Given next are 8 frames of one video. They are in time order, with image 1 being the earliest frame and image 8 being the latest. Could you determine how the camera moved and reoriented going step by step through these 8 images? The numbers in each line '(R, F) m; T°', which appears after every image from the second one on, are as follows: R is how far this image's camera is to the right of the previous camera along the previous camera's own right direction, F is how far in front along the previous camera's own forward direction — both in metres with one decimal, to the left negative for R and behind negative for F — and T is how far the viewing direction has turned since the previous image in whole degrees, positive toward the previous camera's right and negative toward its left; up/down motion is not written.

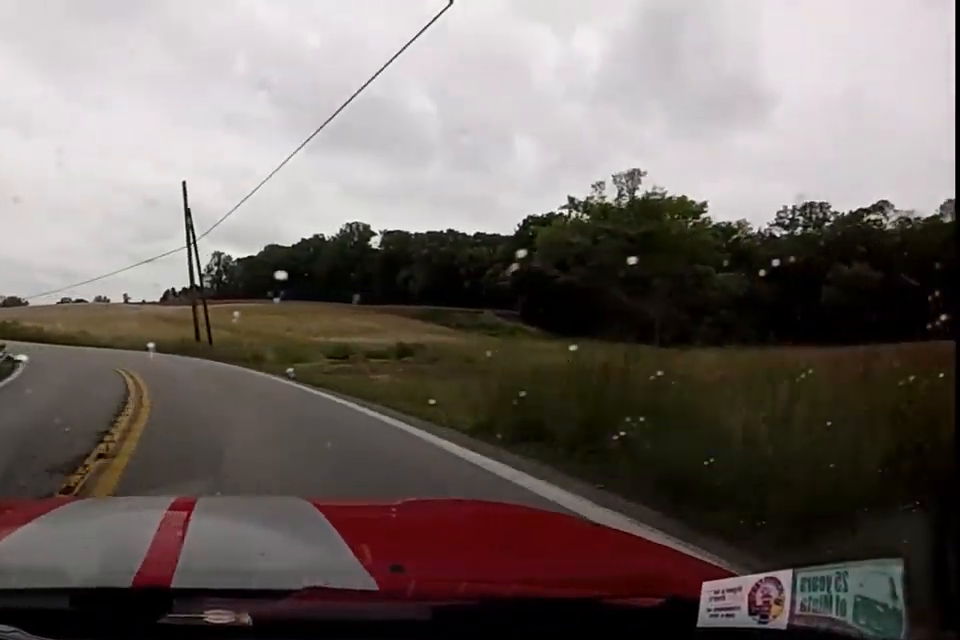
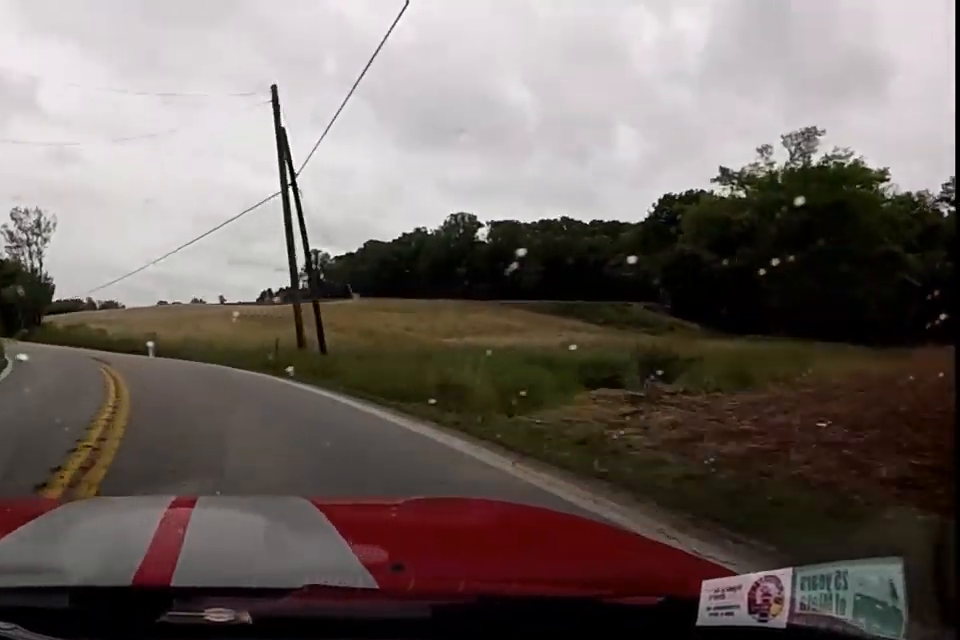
(-2.1, +13.1) m; -11°
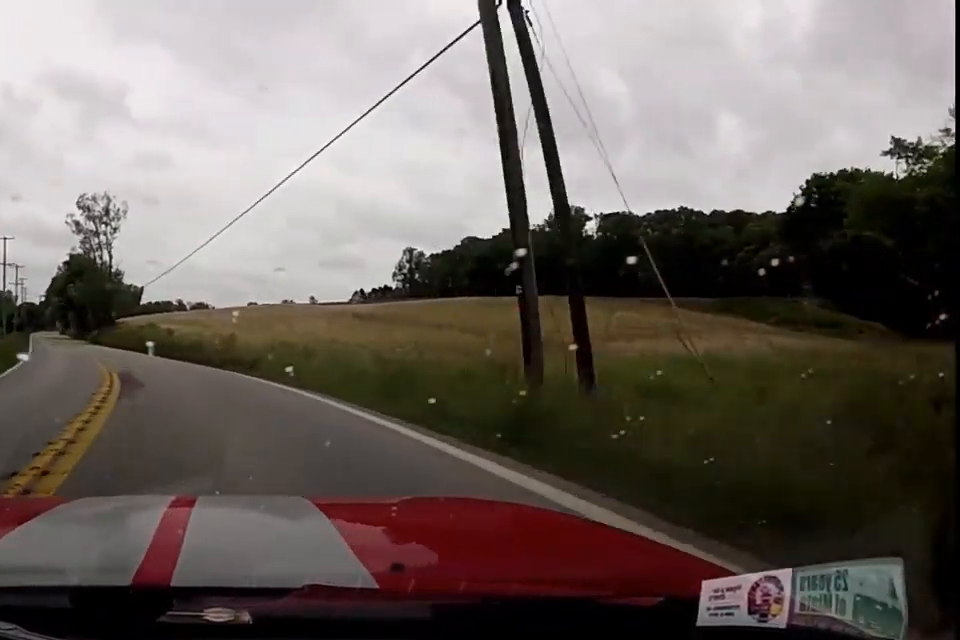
(+0.3, +11.5) m; -9°
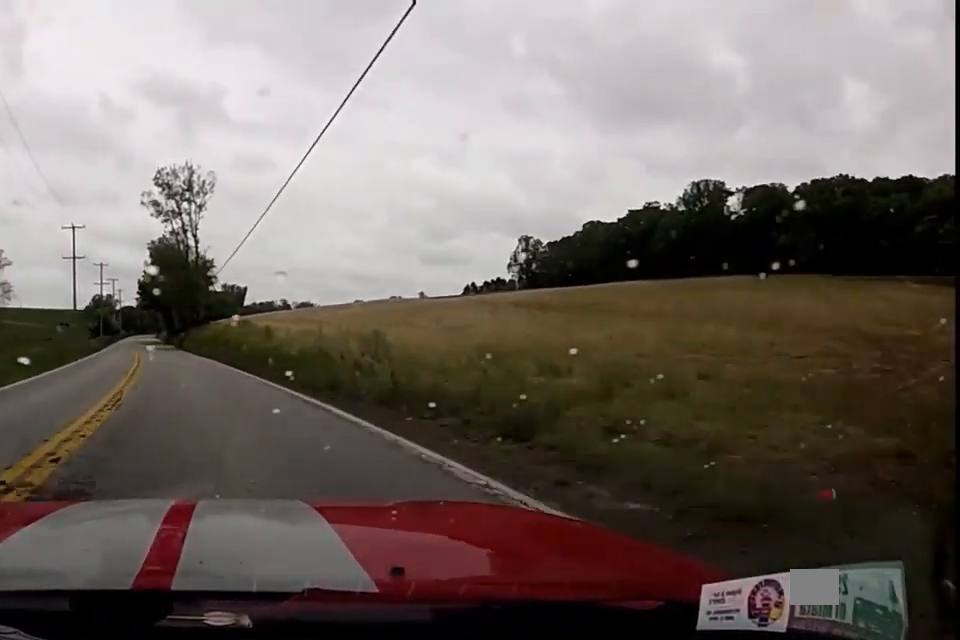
(-2.8, +14.7) m; -10°
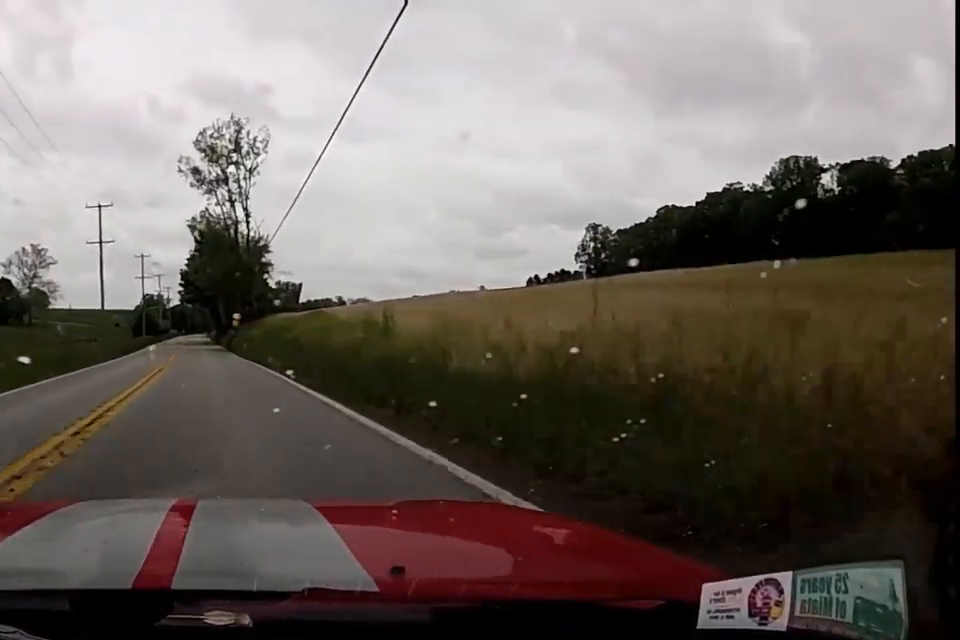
(-0.7, +12.4) m; -8°
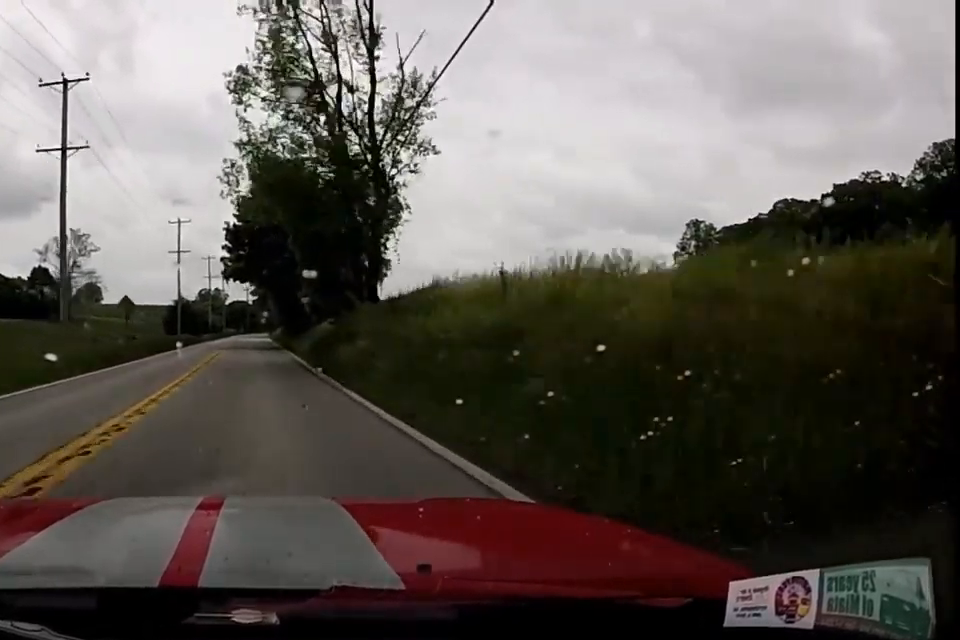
(-2.8, +28.4) m; -1°
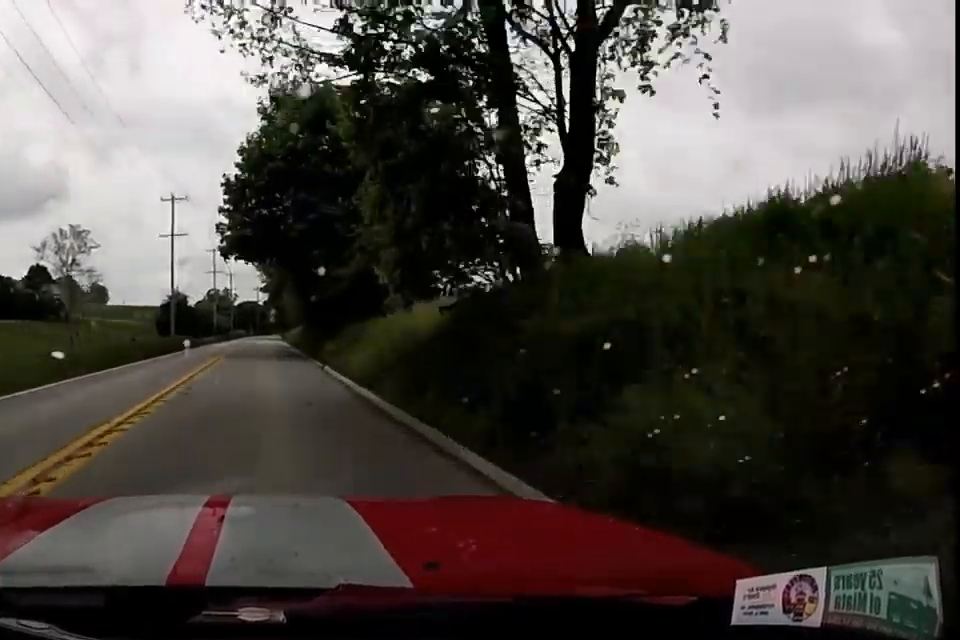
(+1.2, +12.7) m; +3°
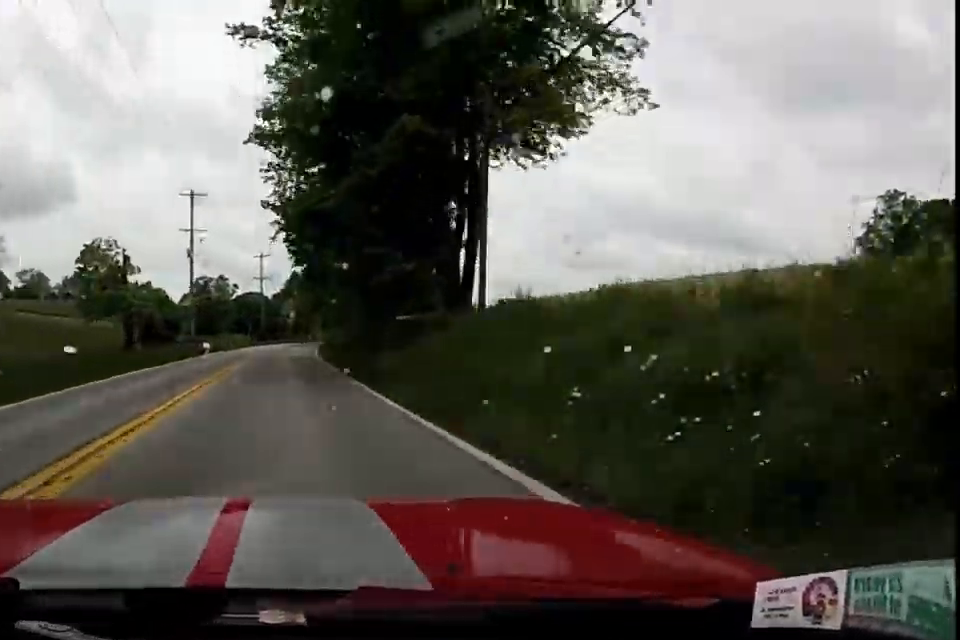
(+4.1, +78.0) m; +7°
